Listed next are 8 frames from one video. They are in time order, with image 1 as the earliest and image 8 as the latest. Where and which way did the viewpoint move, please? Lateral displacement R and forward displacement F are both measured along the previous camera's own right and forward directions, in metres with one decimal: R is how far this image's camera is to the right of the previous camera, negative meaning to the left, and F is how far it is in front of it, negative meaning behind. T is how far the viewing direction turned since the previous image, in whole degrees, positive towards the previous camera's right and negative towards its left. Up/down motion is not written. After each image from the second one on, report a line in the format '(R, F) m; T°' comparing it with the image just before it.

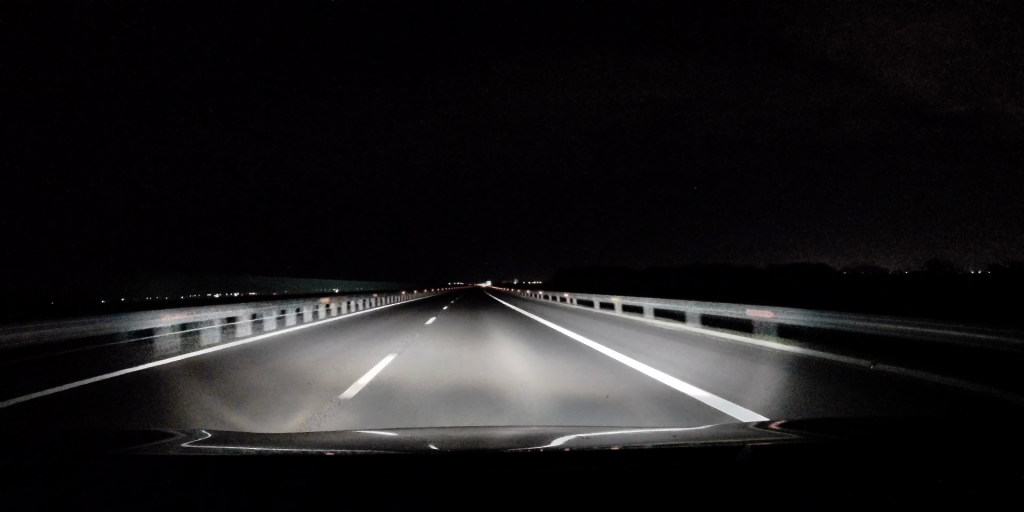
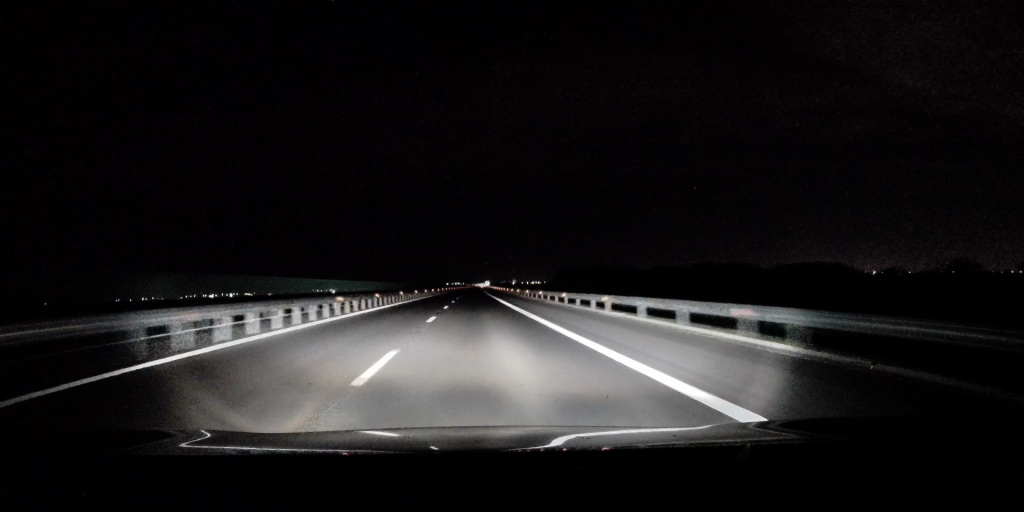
(-0.1, +23.3) m; 0°
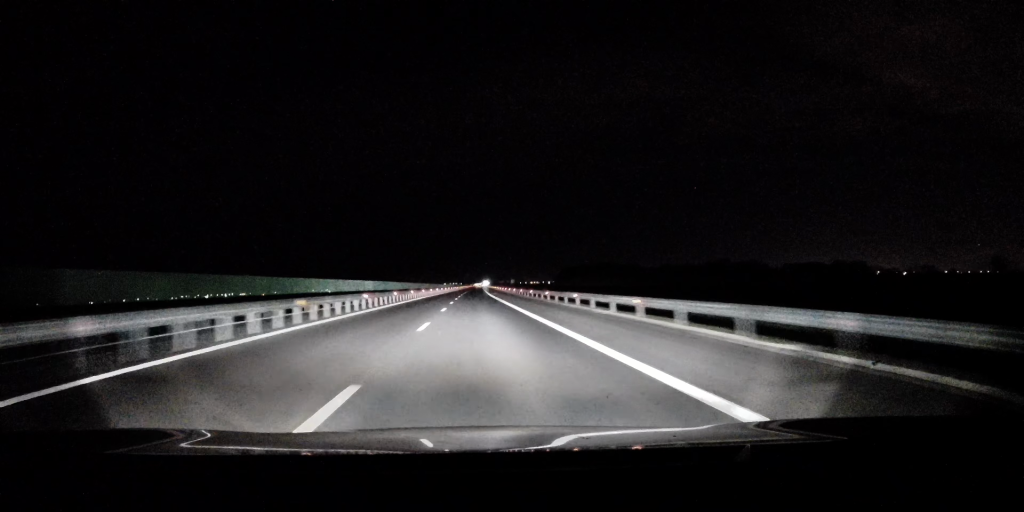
(+0.2, +27.9) m; +1°
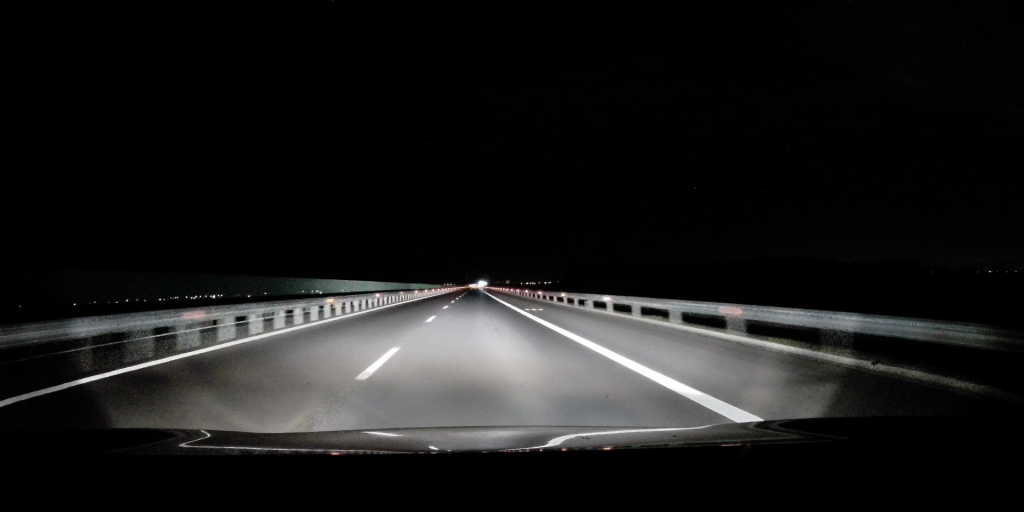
(+0.2, +55.7) m; -2°
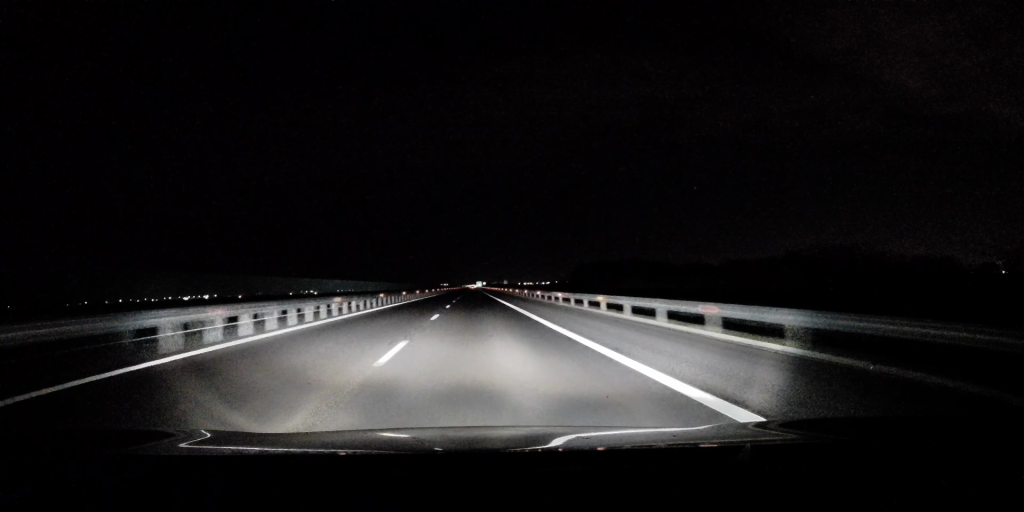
(-1.2, +34.7) m; 0°
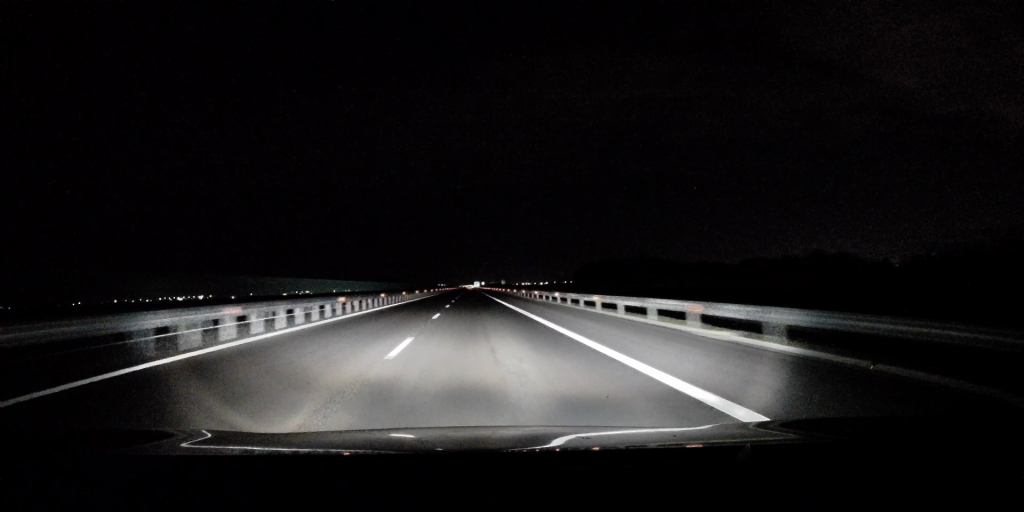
(+1.0, +22.9) m; 0°
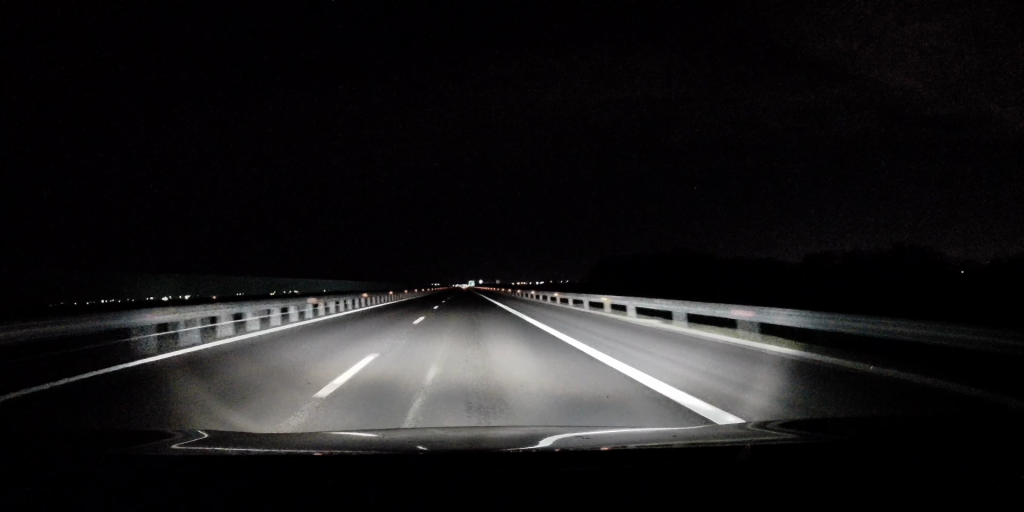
(+0.4, +63.1) m; +2°
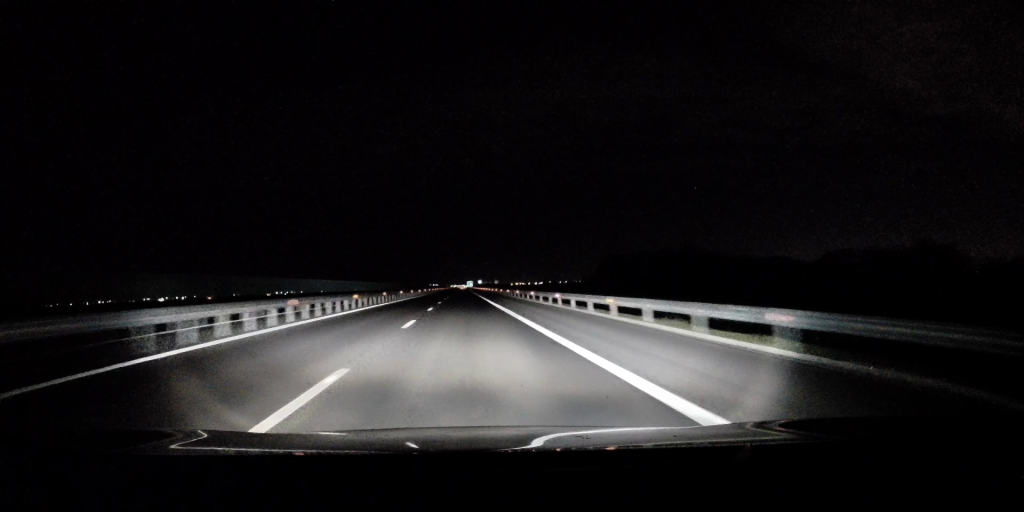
(+0.5, +13.8) m; +1°
